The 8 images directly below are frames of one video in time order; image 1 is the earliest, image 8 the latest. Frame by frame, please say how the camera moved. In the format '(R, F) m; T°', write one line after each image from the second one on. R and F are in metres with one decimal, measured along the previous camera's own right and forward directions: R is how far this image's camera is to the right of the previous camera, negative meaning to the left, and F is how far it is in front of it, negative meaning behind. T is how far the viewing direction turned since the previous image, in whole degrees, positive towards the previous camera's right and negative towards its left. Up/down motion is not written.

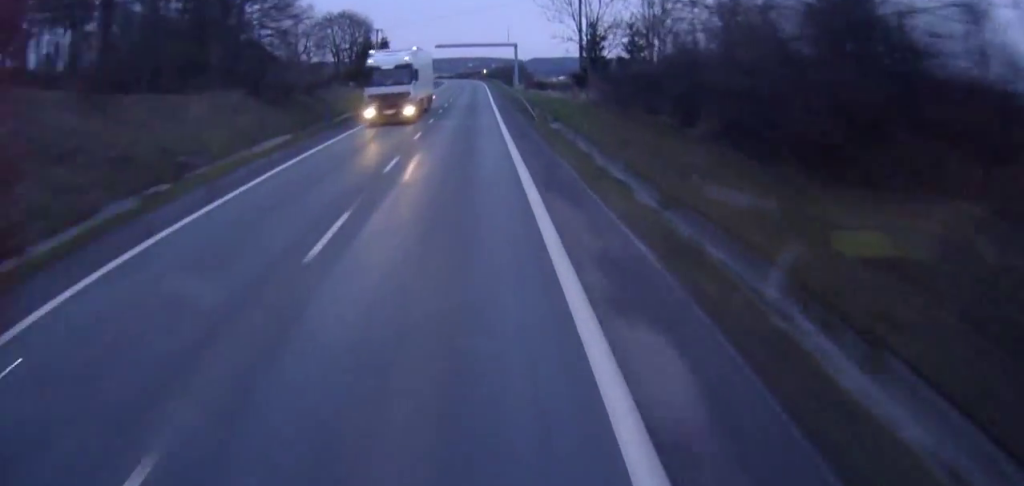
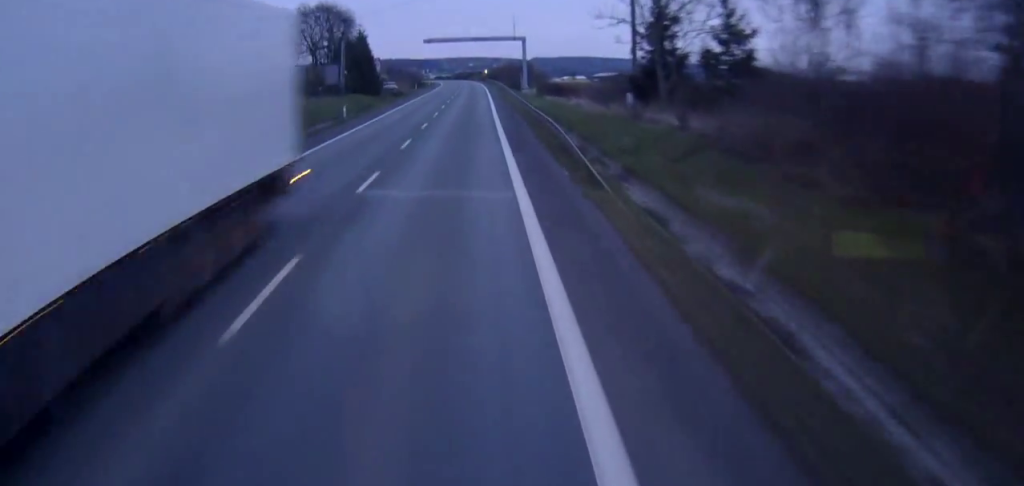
(+0.4, +21.8) m; 0°
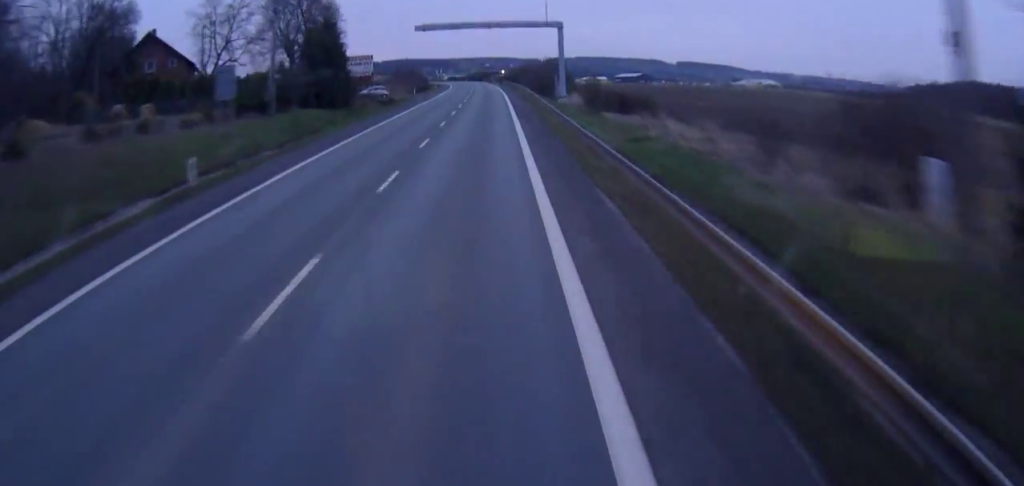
(-0.8, +27.6) m; -1°
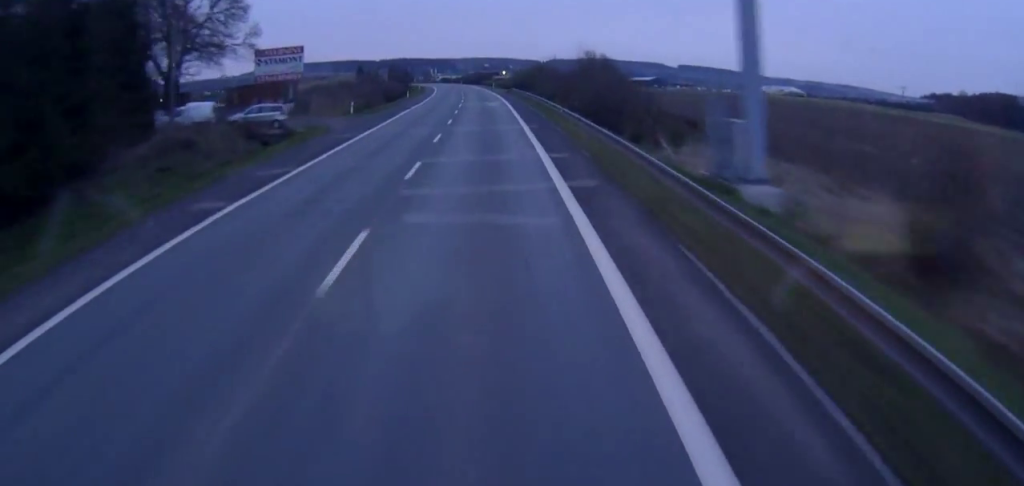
(+0.5, +44.4) m; 0°
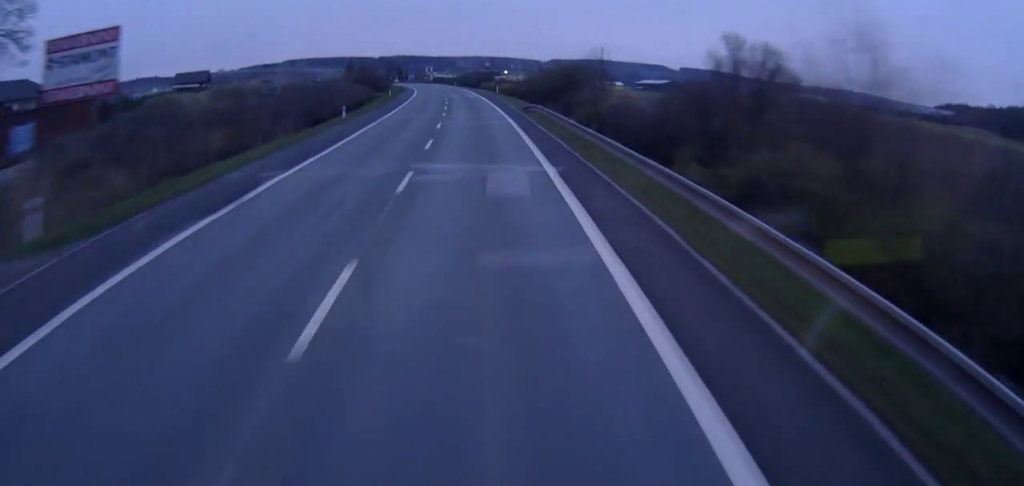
(-0.8, +37.6) m; -2°
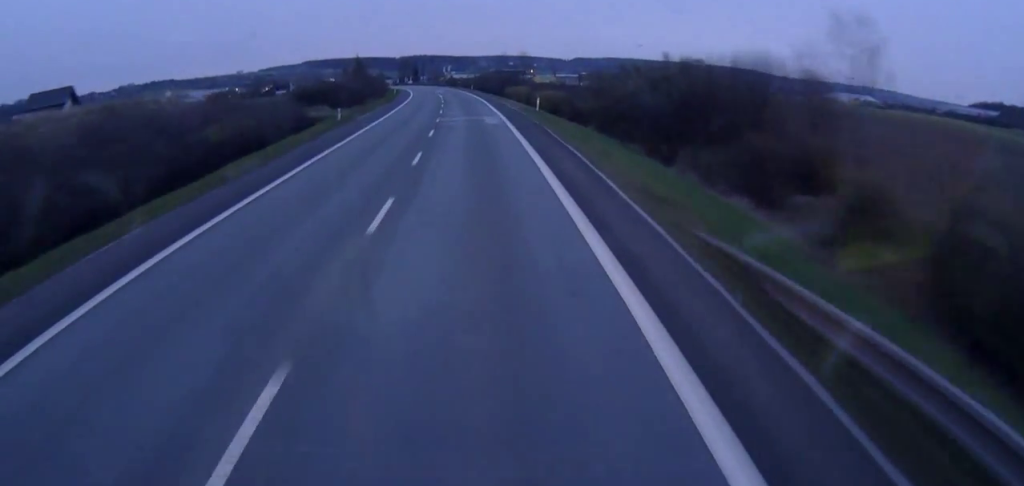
(+0.3, +39.4) m; -2°
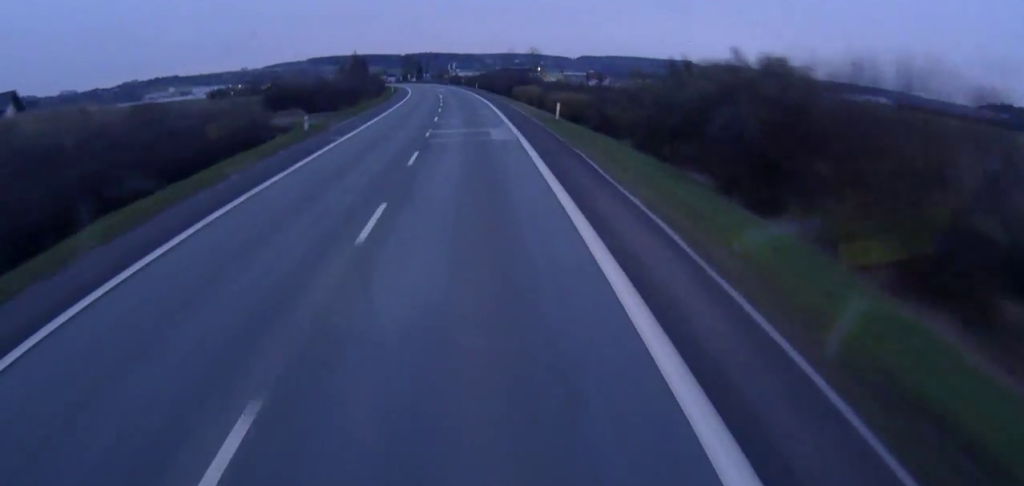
(-0.5, +9.6) m; -2°
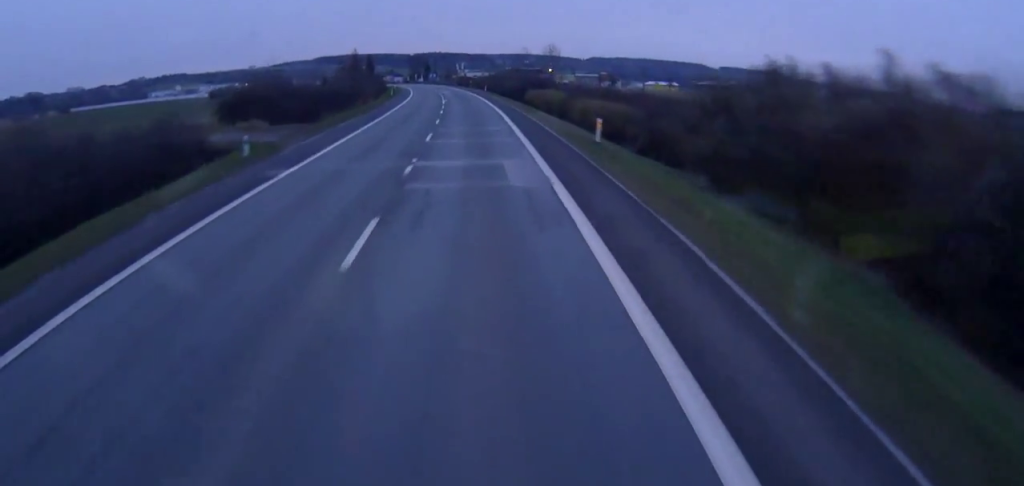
(-0.3, +10.5) m; -2°
